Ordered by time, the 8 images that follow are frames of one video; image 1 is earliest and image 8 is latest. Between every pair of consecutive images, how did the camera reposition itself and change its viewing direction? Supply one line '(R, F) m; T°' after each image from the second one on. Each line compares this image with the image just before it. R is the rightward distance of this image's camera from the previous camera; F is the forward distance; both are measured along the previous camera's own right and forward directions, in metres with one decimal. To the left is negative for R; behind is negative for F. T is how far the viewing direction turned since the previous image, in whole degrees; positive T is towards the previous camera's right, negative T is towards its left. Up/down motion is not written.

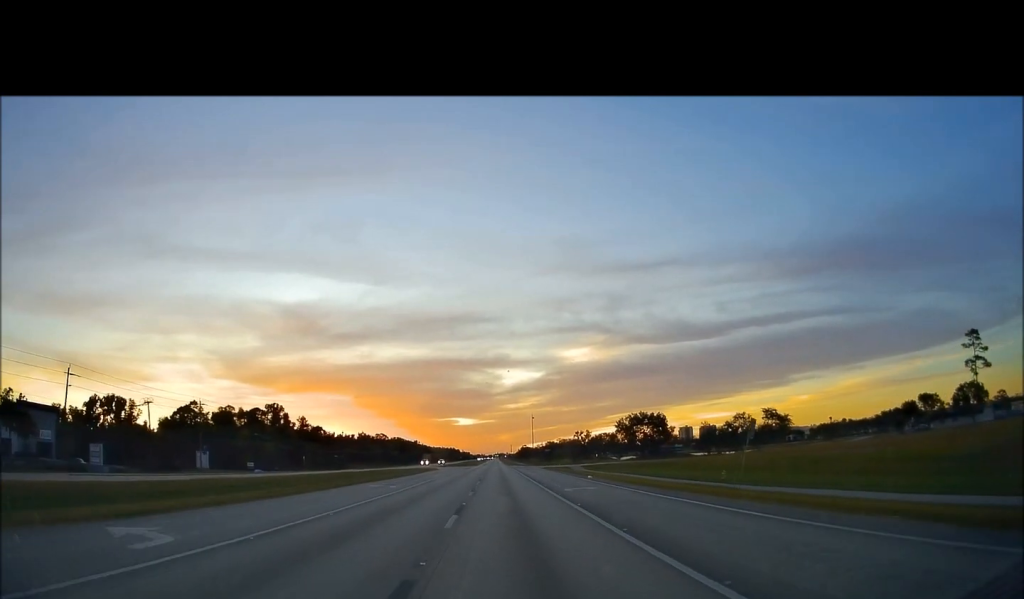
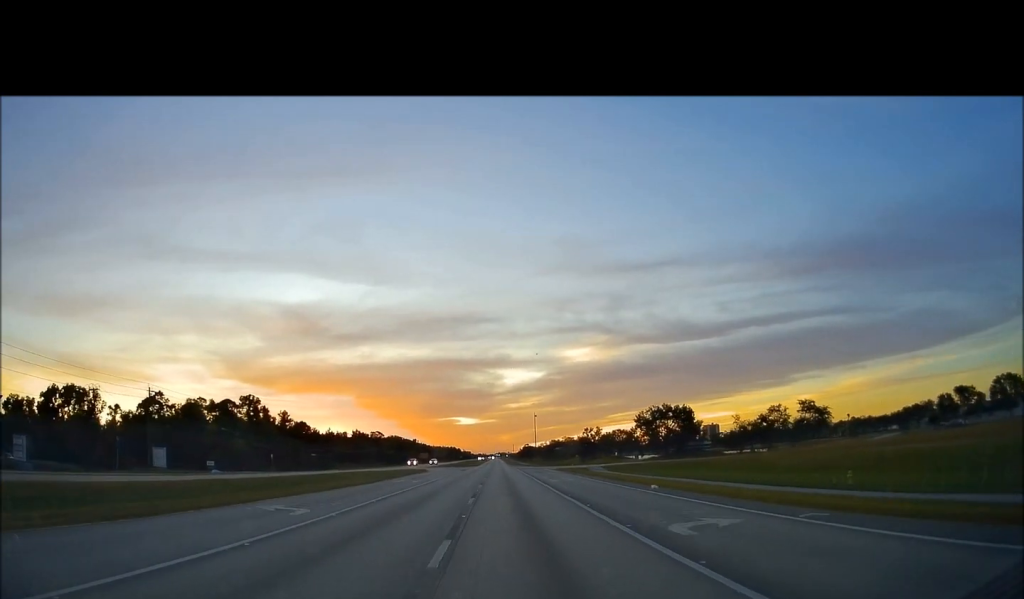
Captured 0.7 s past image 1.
(-0.4, +17.4) m; -1°
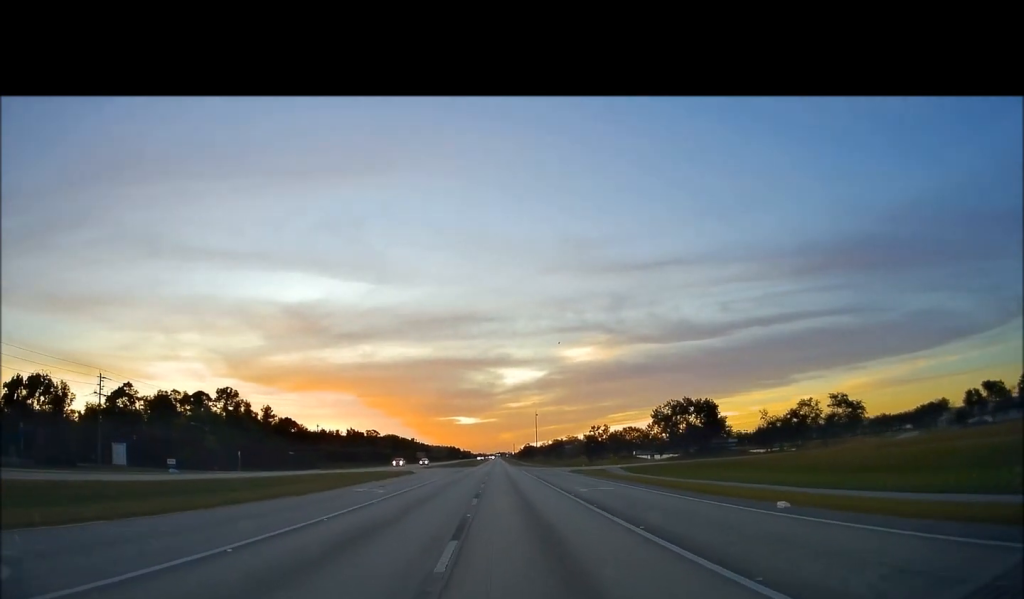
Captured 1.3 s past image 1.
(-0.1, +12.8) m; 0°
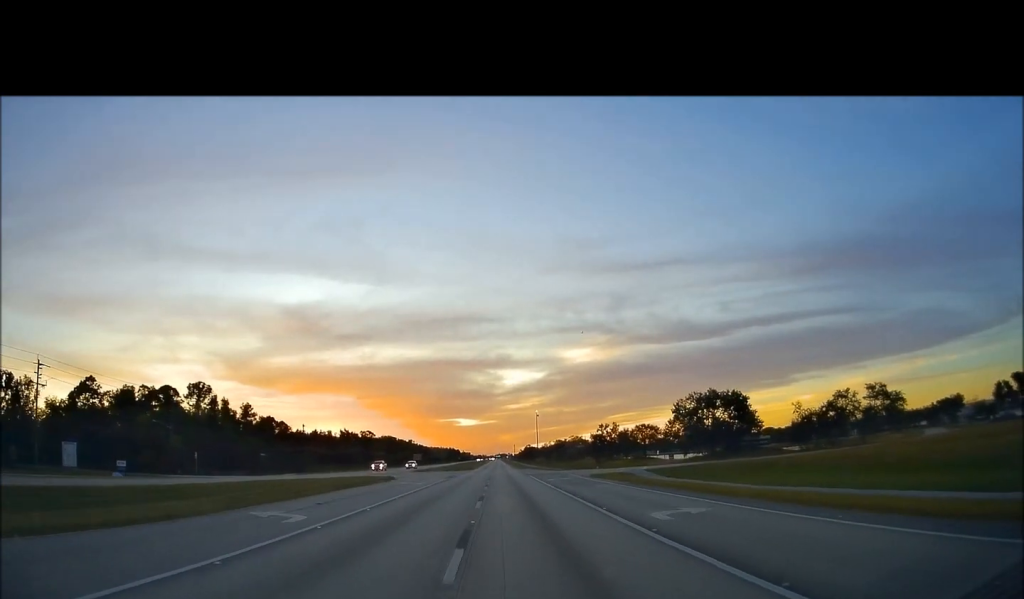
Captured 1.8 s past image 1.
(-0.1, +12.9) m; +1°
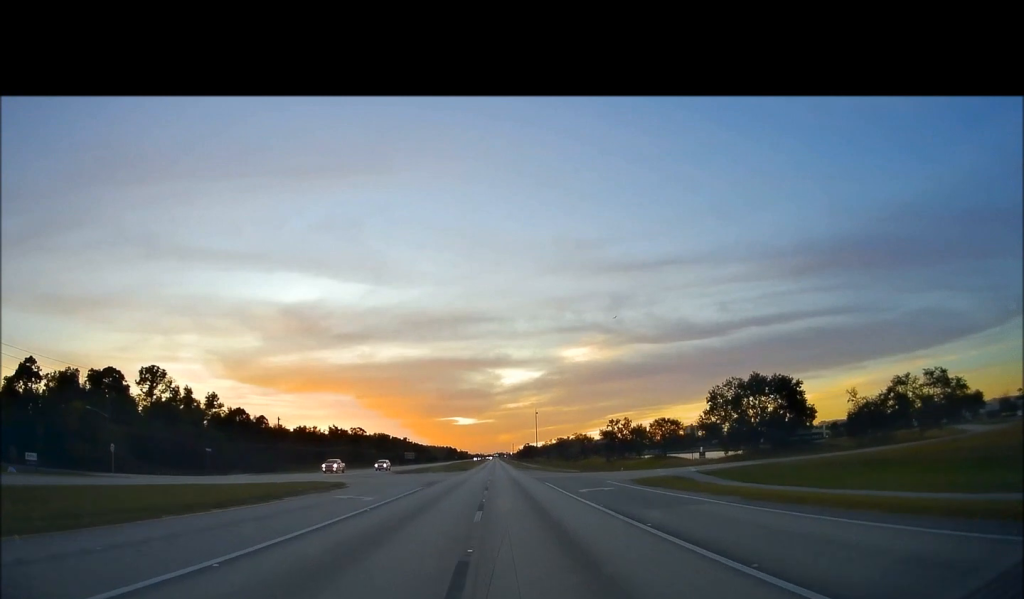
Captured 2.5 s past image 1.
(+0.2, +17.0) m; 0°
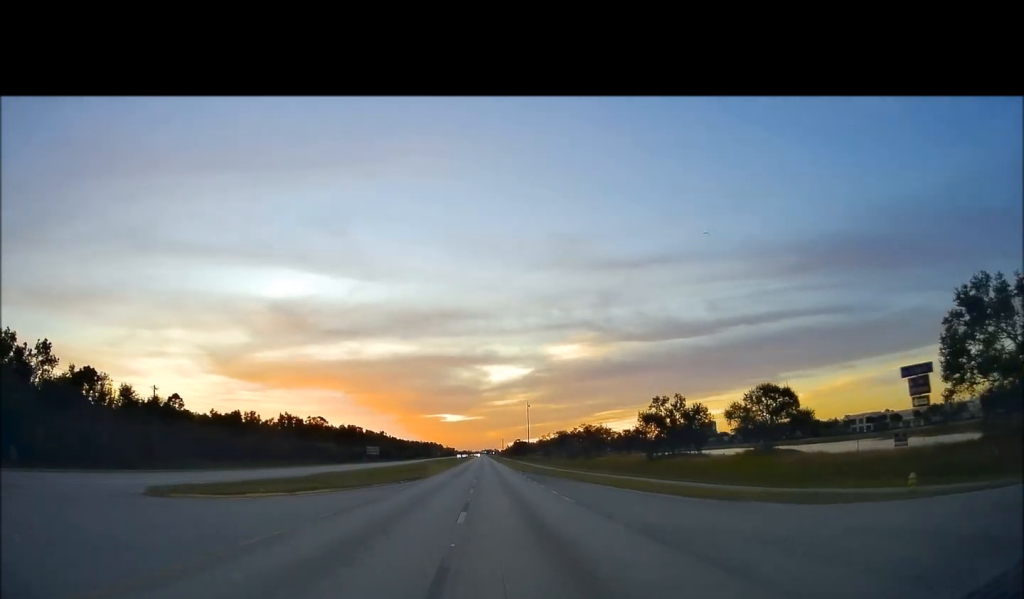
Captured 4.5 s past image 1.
(+0.1, +49.2) m; +1°
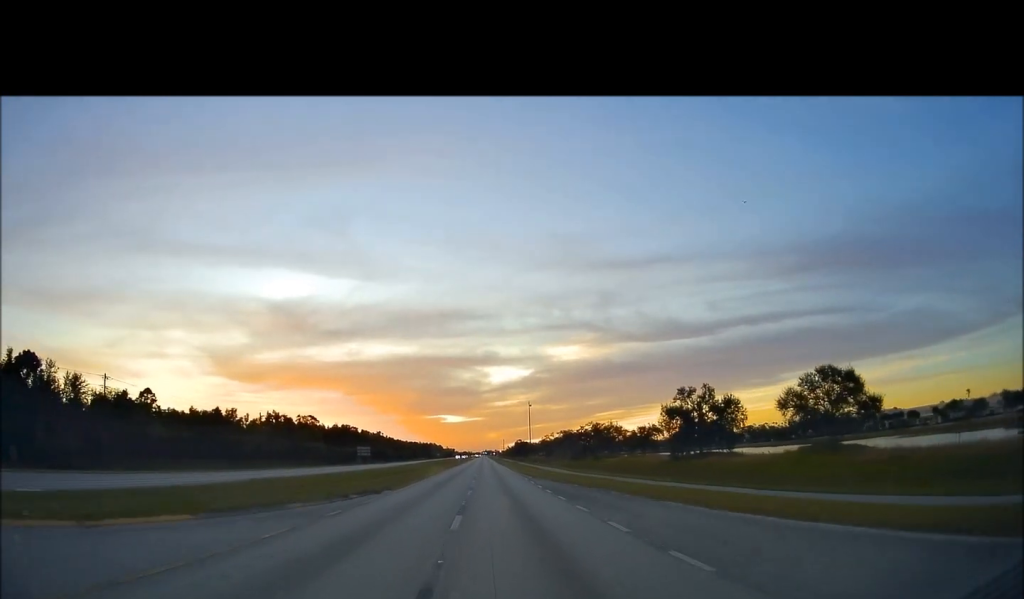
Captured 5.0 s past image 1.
(0.0, +13.2) m; +1°
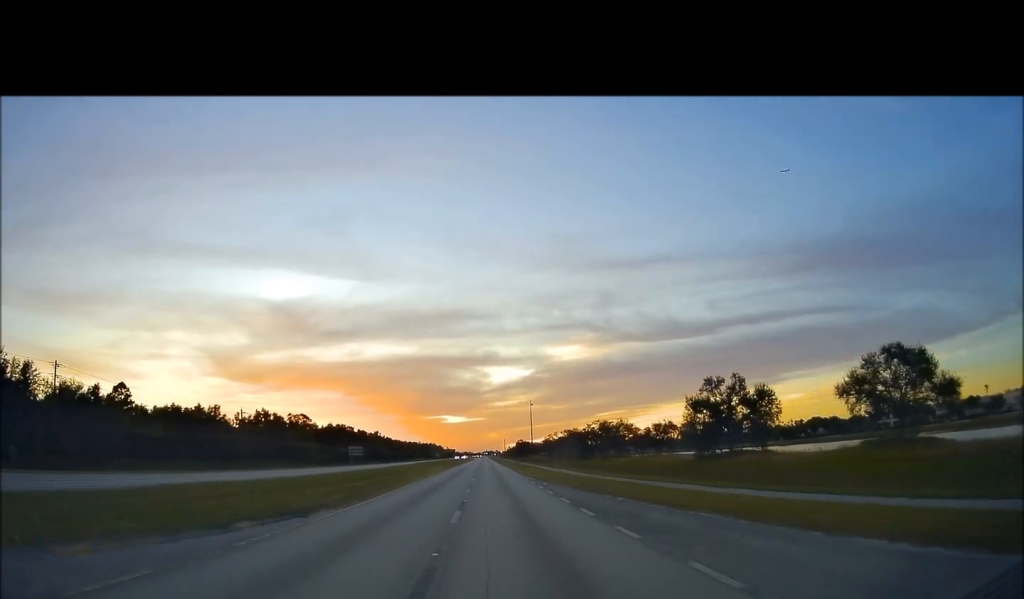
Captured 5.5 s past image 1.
(+0.2, +10.9) m; 0°
